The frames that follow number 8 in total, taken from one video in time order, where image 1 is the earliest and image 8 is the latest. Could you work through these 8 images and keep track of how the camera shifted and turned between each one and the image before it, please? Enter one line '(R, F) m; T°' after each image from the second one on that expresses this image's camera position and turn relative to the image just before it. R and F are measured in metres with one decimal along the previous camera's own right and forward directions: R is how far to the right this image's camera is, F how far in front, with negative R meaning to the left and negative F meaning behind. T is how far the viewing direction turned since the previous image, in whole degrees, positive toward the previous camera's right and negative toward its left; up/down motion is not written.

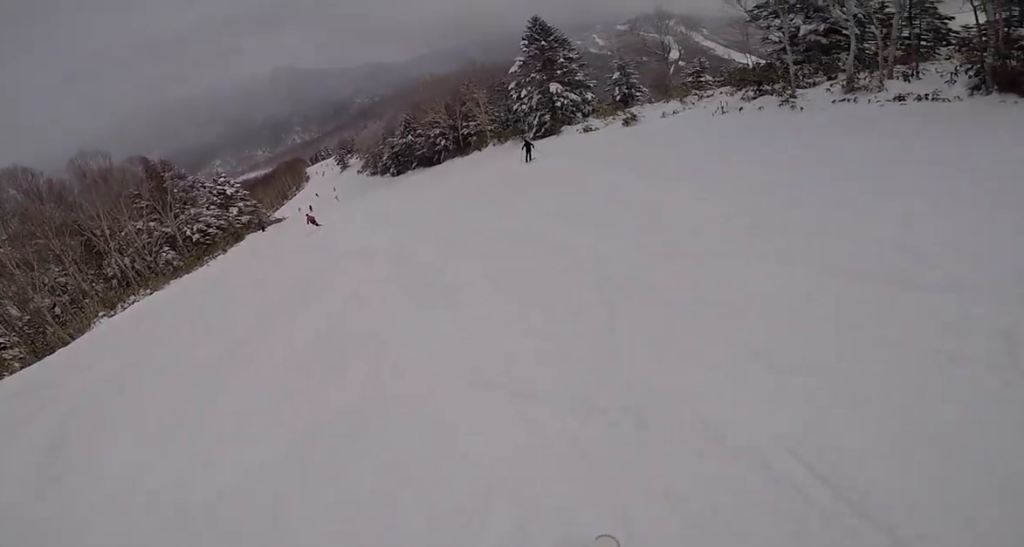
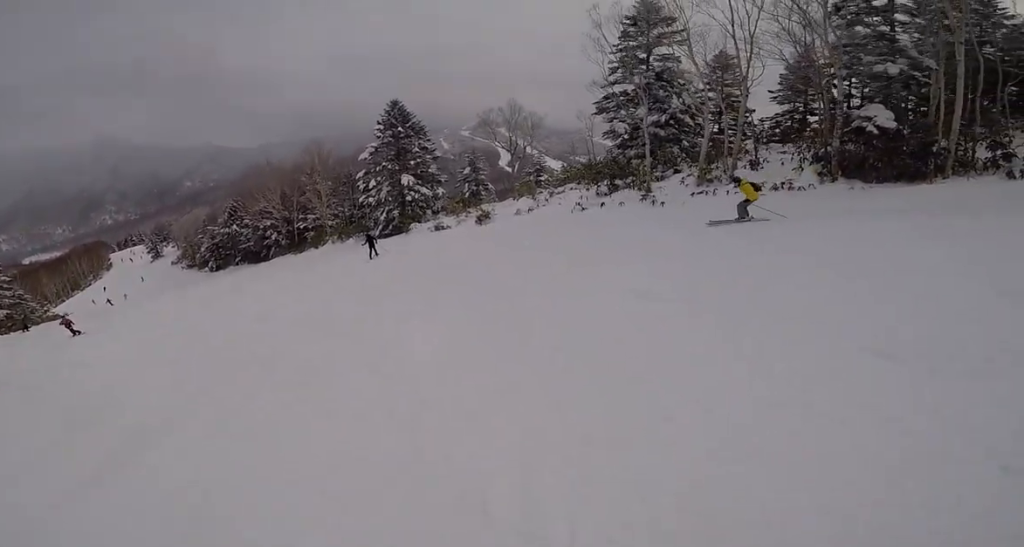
(+0.8, +4.3) m; +9°
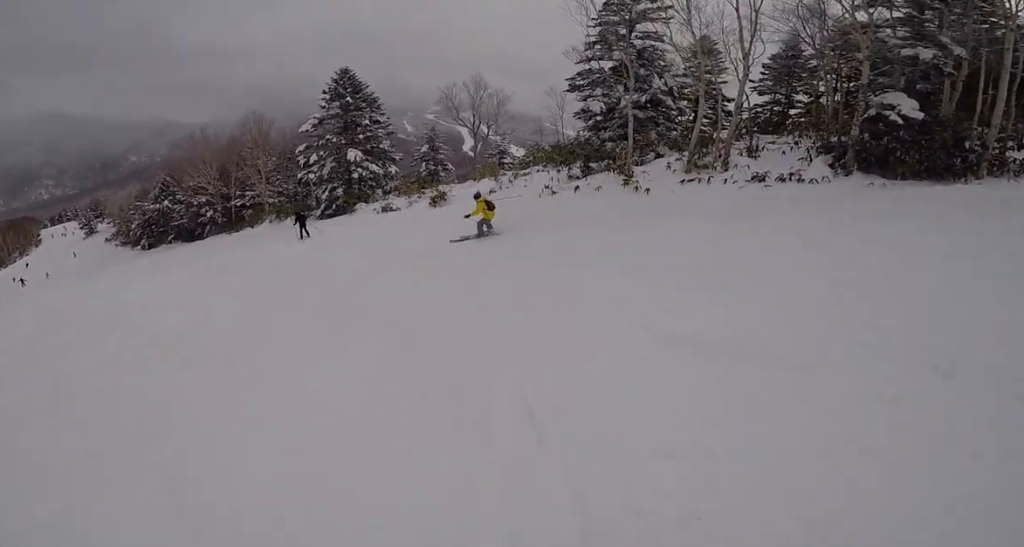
(0.0, +2.8) m; -4°
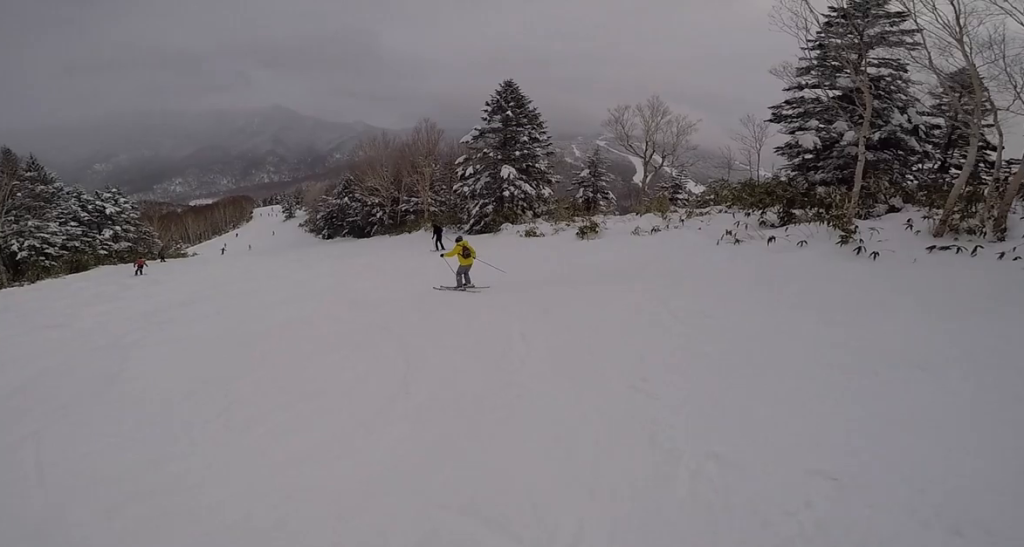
(+0.1, +1.9) m; -4°
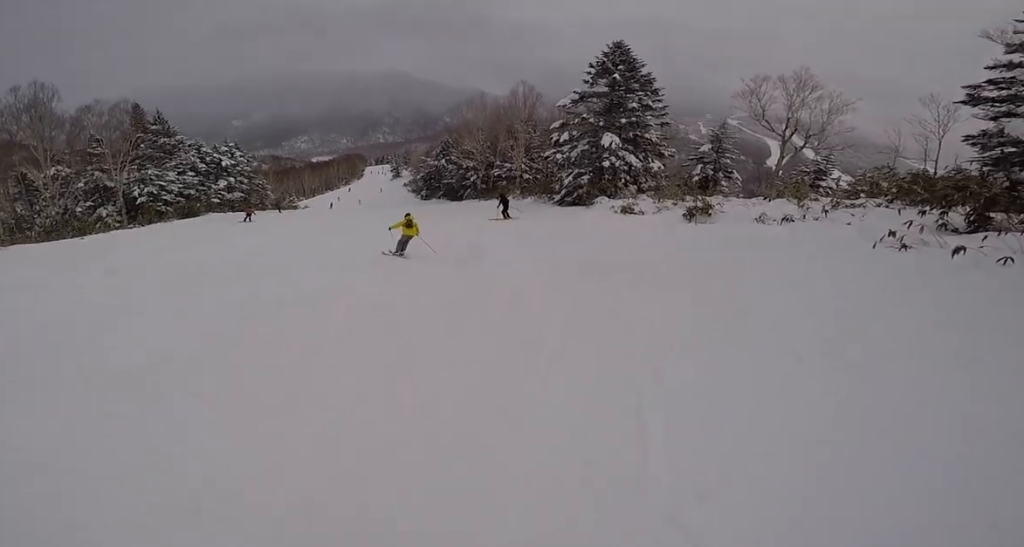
(-0.2, +2.0) m; -14°
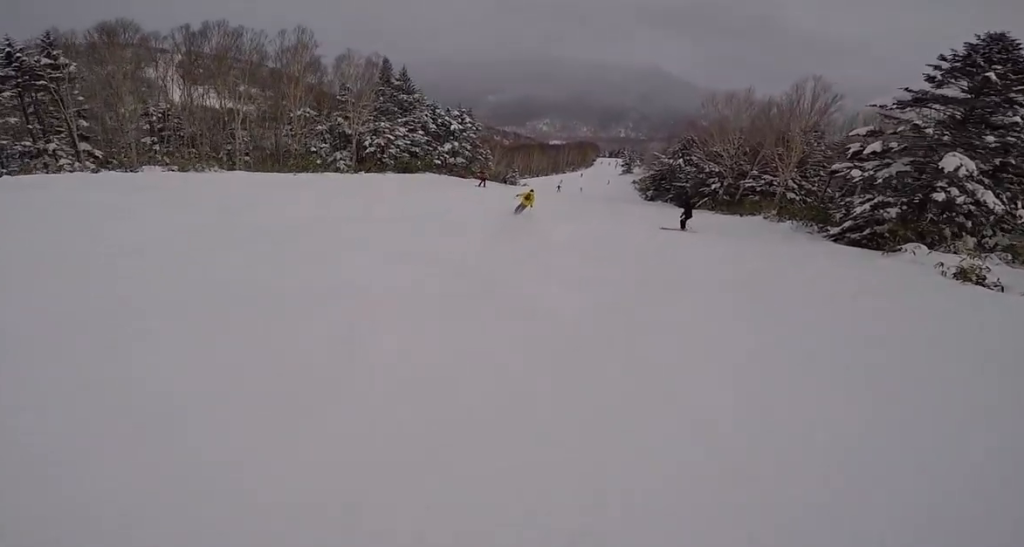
(-0.8, +4.0) m; -32°
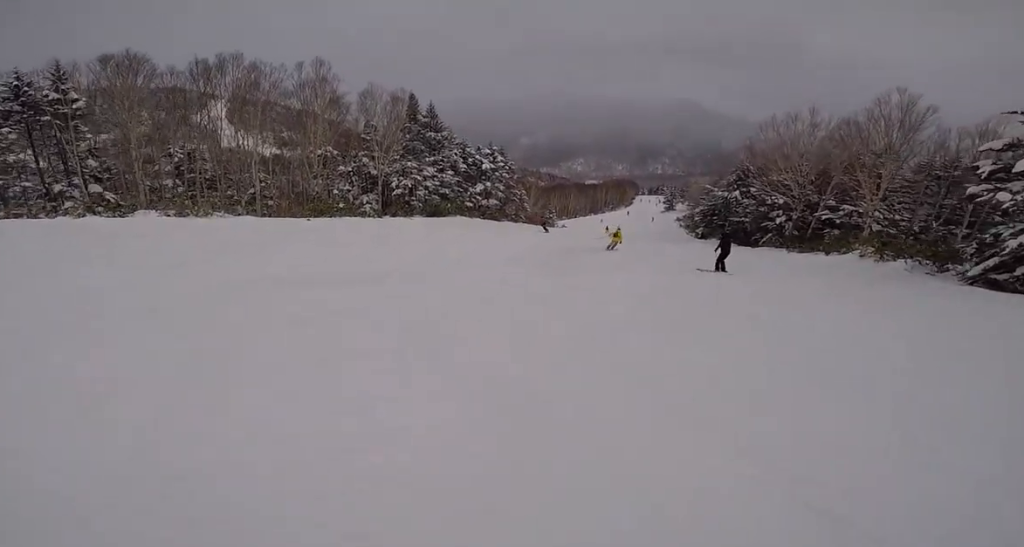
(-1.5, +3.0) m; -12°
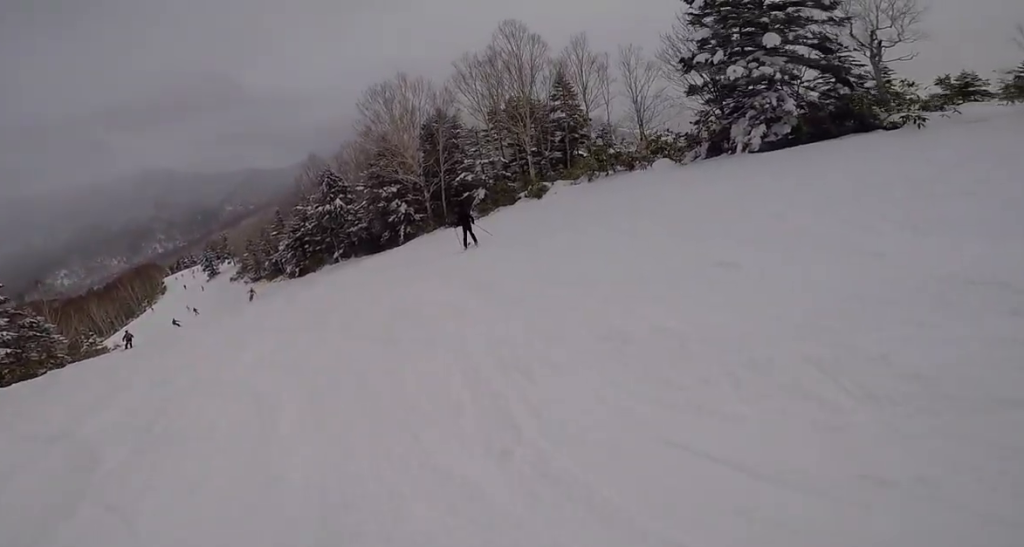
(+3.4, +12.2) m; +40°
